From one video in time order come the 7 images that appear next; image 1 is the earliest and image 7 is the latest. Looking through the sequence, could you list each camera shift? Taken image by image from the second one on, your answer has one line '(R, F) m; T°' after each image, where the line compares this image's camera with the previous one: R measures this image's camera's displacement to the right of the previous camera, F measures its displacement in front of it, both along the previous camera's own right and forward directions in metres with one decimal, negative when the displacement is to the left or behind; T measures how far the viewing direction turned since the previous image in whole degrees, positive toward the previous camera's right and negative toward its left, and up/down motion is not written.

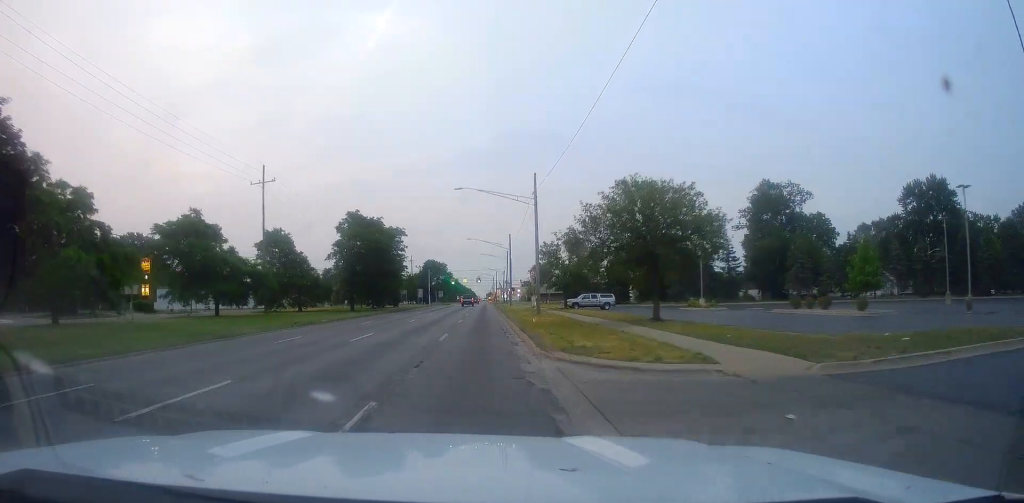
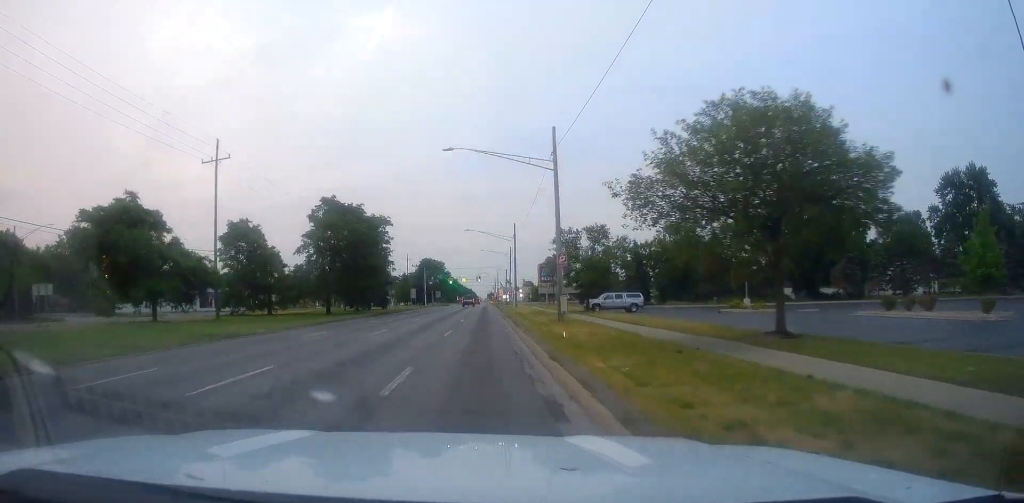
(-0.1, +12.5) m; +1°
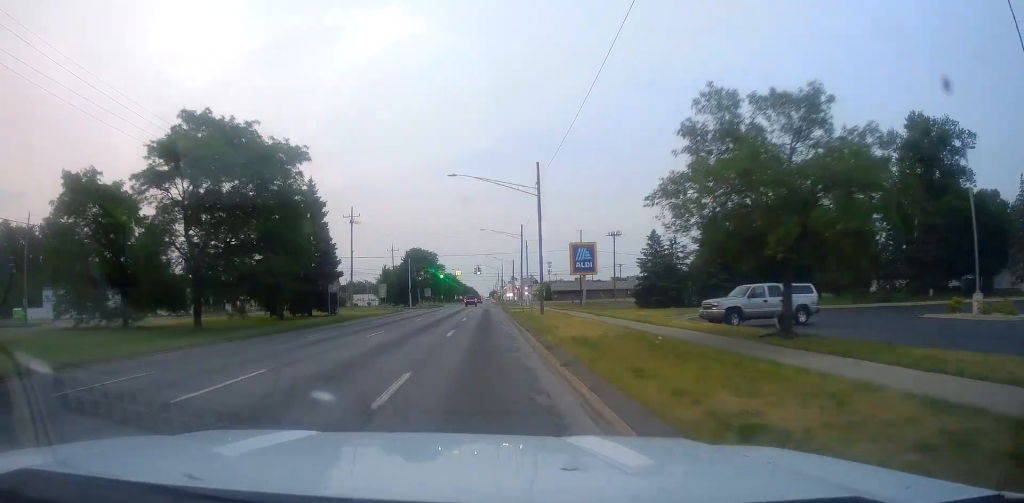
(+0.1, +31.6) m; -1°
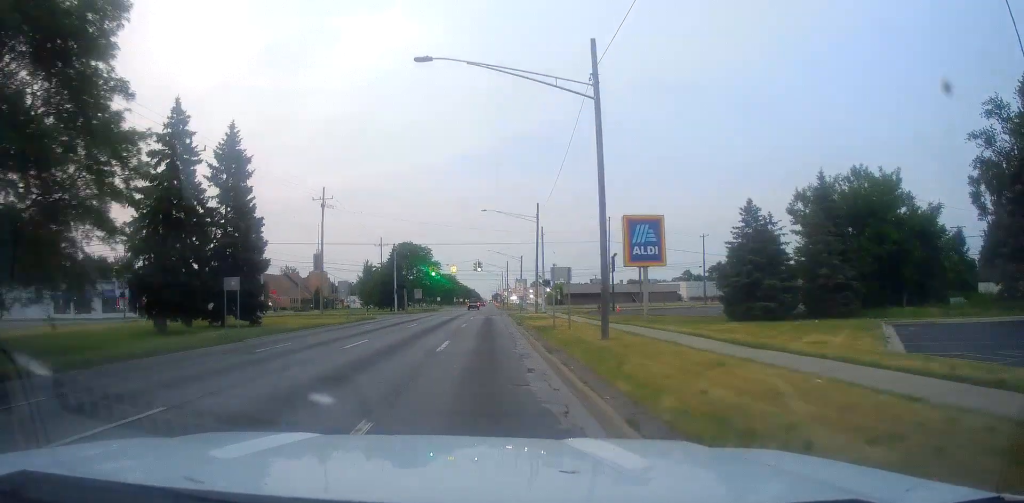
(-0.2, +20.9) m; 0°
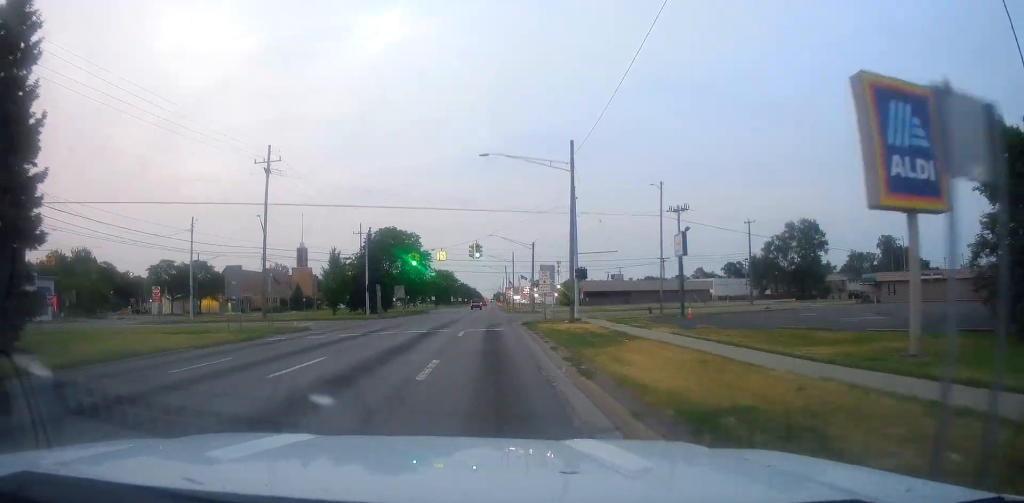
(+0.2, +25.2) m; 0°
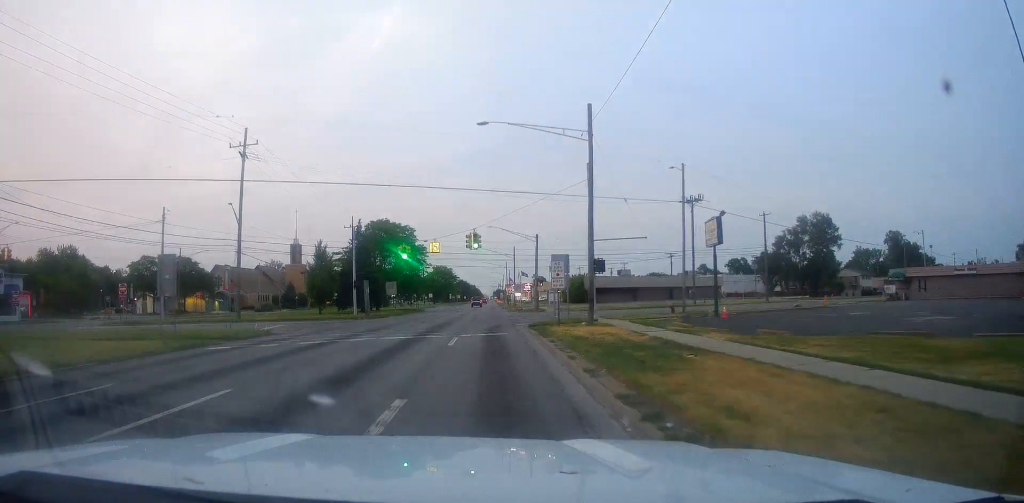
(0.0, +7.5) m; 0°
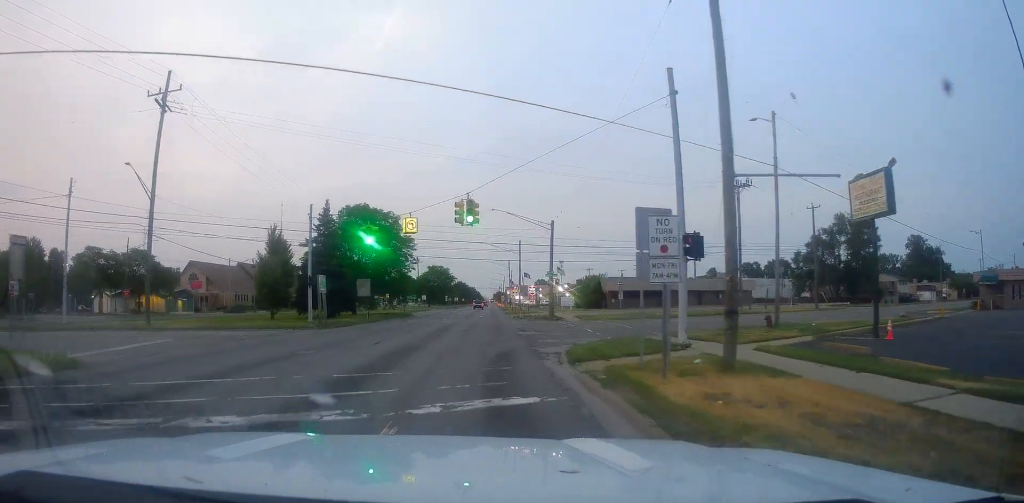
(-0.1, +20.1) m; +1°
